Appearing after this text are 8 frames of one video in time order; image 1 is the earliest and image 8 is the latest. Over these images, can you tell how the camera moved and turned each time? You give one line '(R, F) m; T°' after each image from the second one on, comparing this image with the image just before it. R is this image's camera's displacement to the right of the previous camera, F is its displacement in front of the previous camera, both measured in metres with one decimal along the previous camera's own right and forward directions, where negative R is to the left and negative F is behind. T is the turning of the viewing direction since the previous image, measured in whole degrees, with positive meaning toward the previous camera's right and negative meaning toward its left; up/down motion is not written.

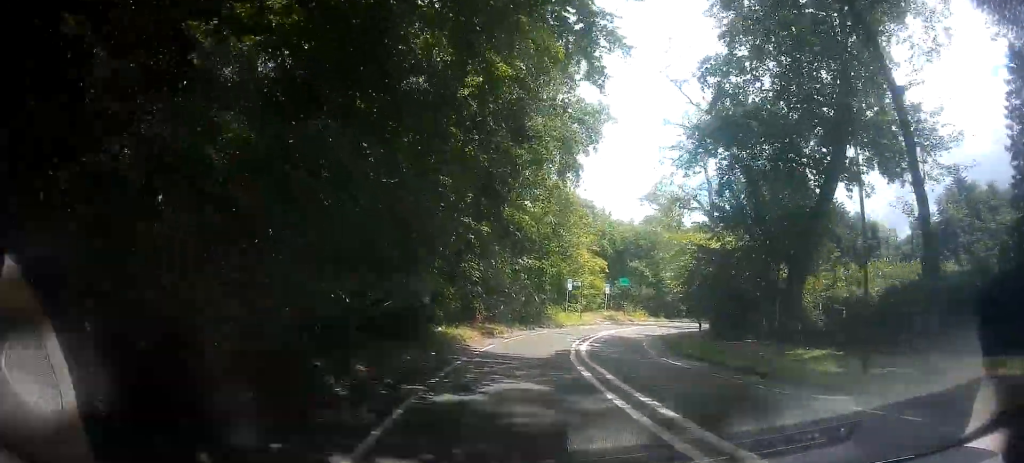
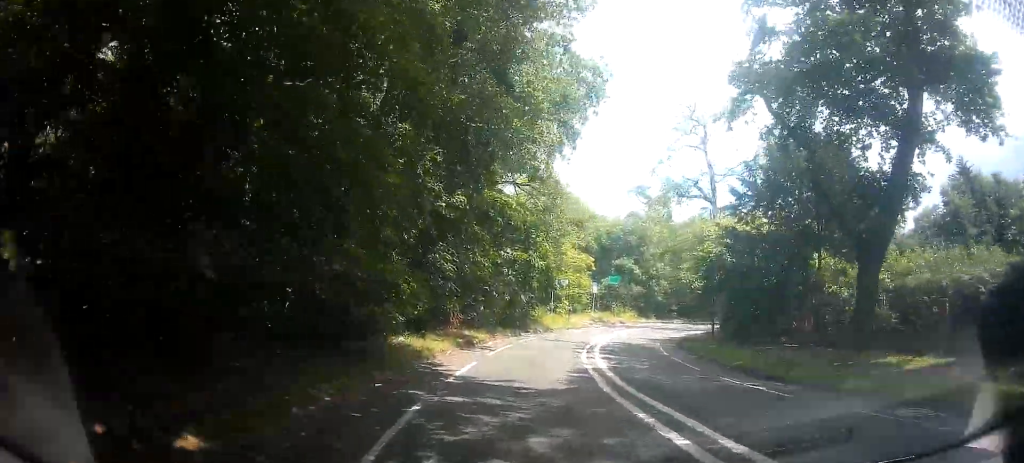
(+0.1, +6.7) m; +2°
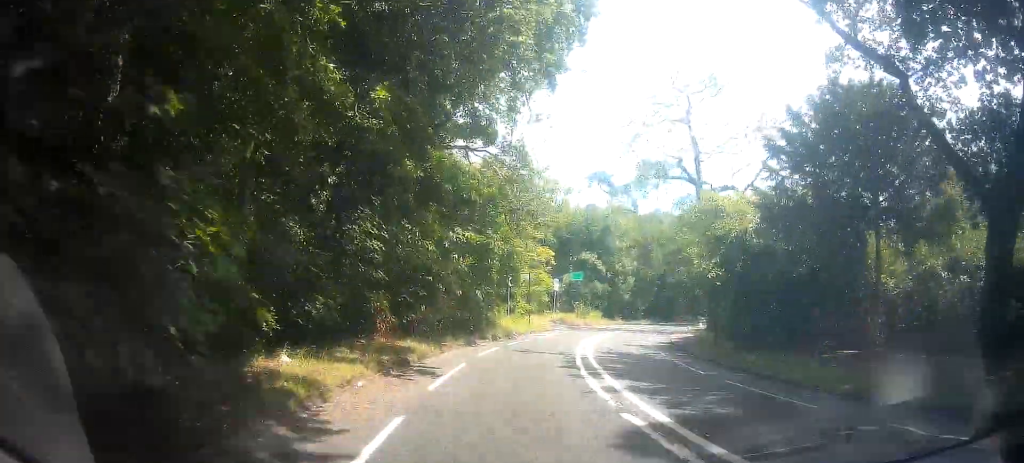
(+0.1, +8.0) m; +3°
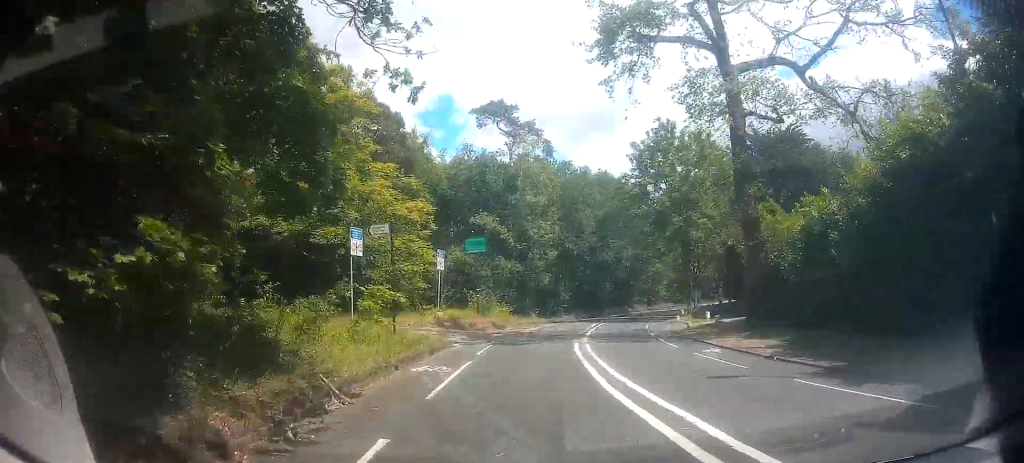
(+2.5, +23.0) m; +13°
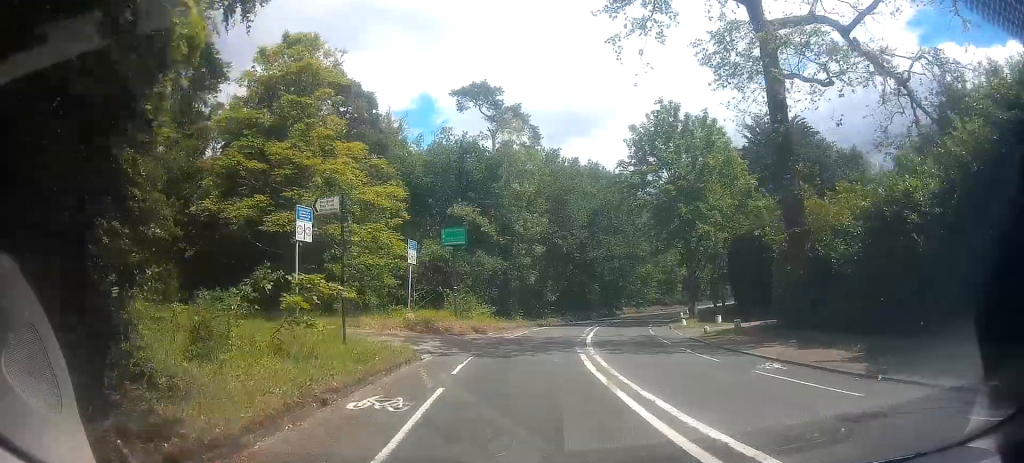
(0.0, +4.6) m; +3°
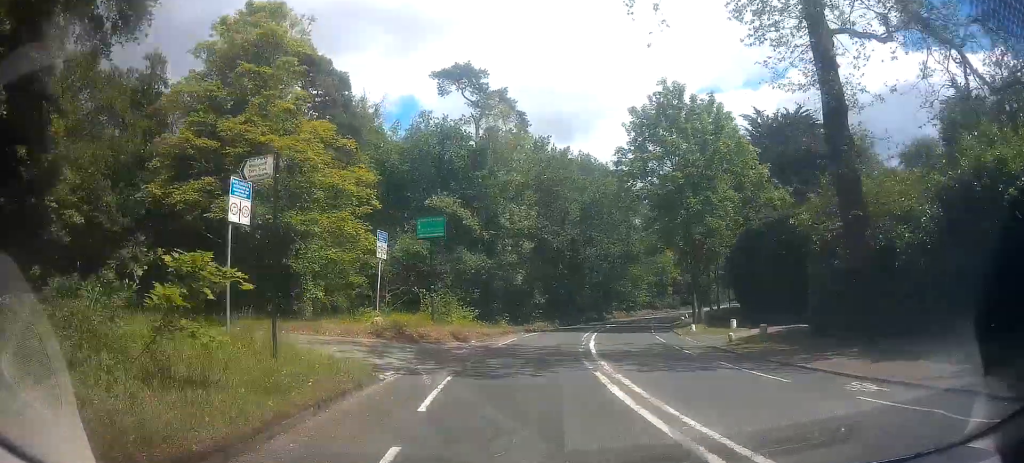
(+0.2, +3.9) m; +3°
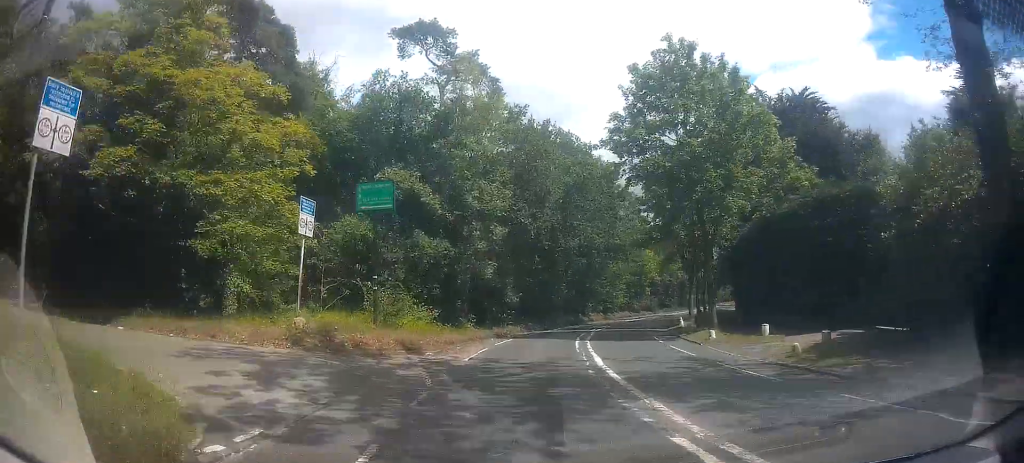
(+0.1, +6.2) m; +5°
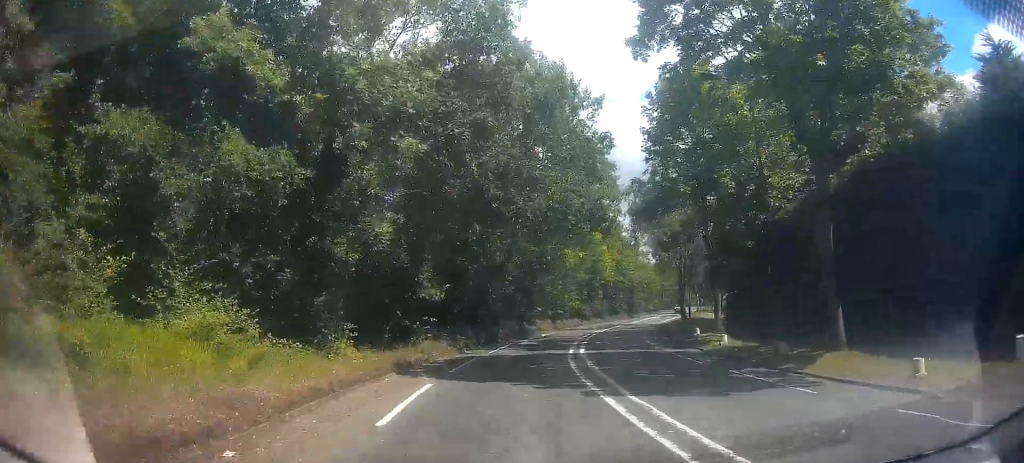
(+1.1, +13.8) m; +6°
